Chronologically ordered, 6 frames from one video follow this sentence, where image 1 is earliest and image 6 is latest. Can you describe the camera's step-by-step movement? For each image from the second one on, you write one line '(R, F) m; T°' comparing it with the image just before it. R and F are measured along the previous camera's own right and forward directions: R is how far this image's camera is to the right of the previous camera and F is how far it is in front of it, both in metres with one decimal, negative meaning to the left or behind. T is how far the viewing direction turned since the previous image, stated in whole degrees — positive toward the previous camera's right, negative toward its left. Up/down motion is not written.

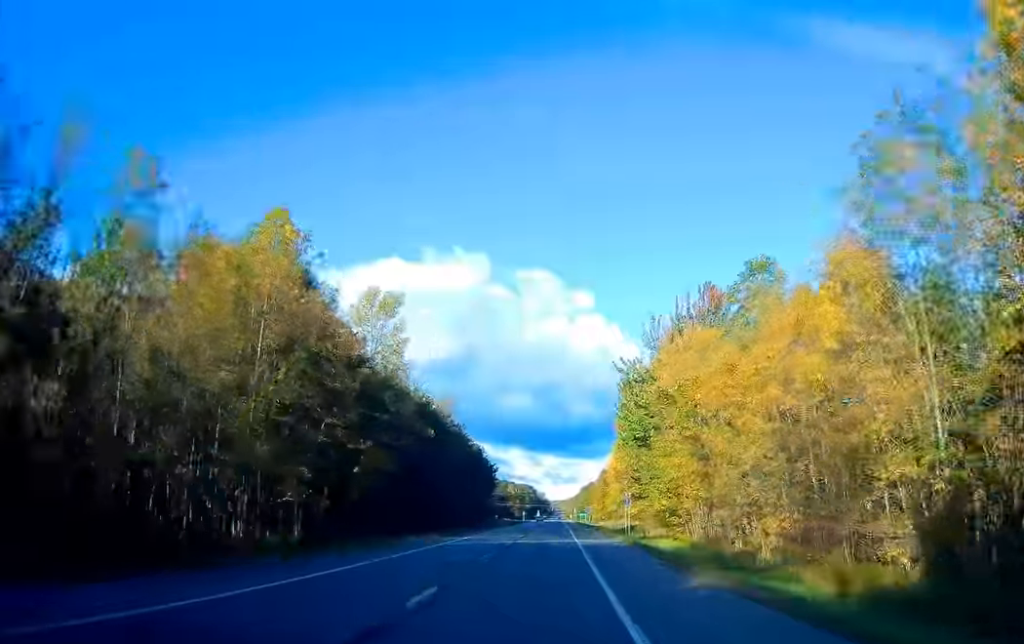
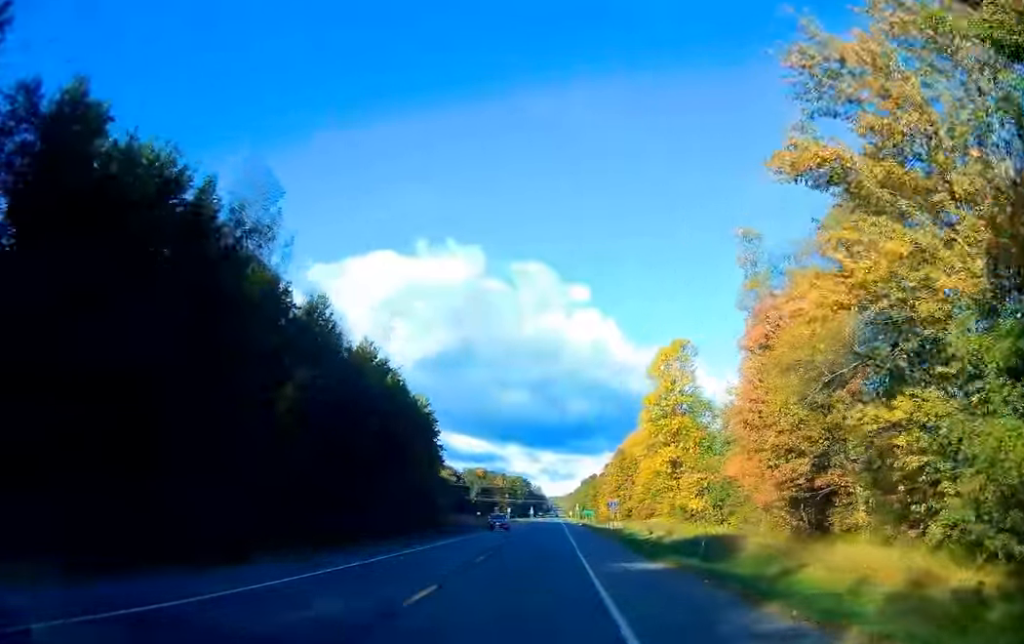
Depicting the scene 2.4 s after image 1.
(-0.3, +61.2) m; 0°
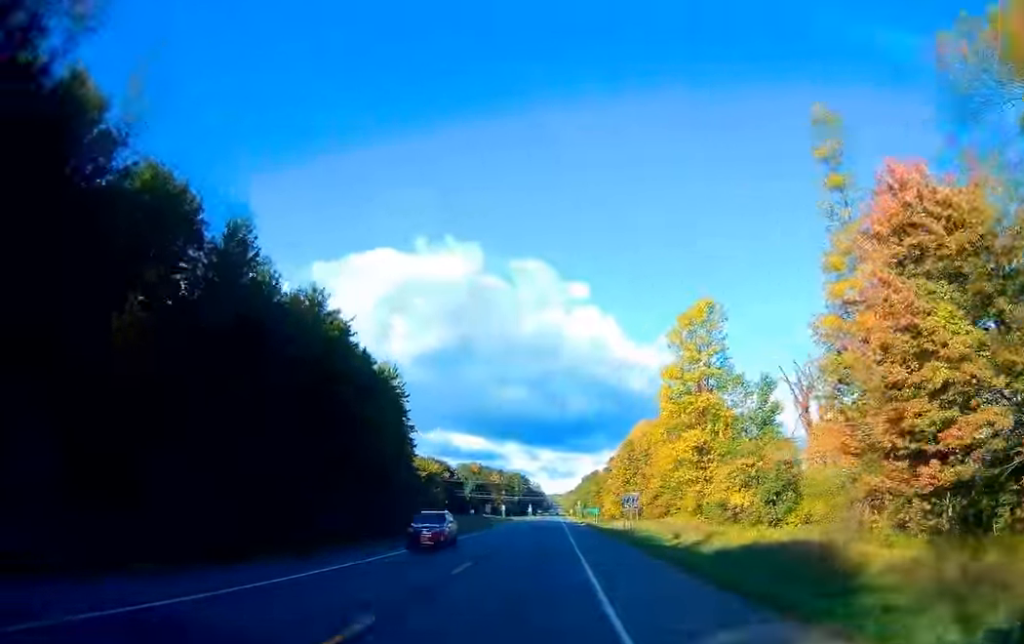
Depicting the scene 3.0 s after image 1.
(+0.2, +16.5) m; 0°
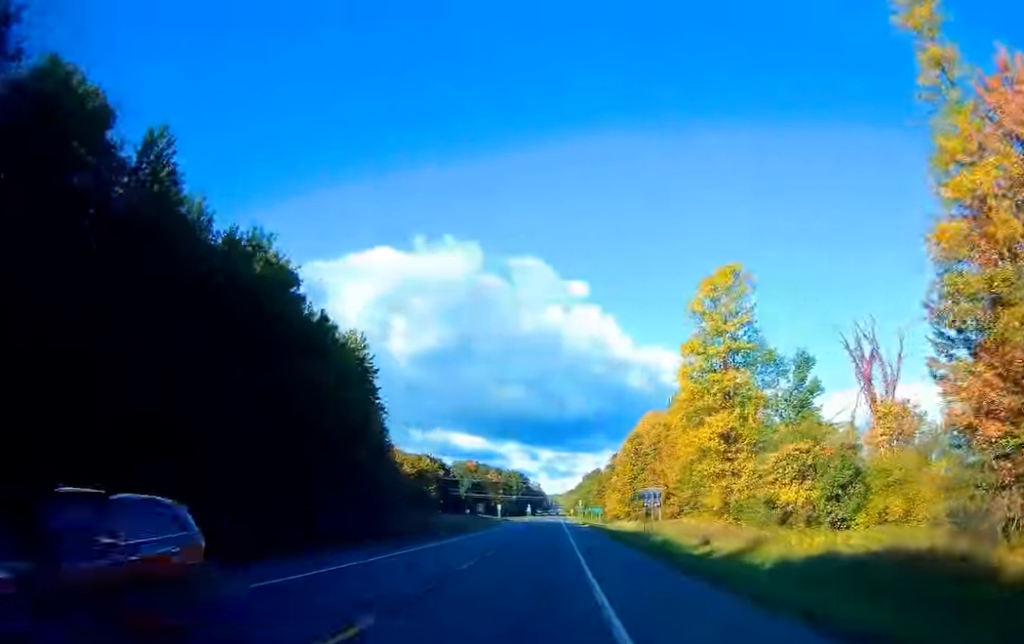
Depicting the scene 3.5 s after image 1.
(+0.1, +12.4) m; 0°
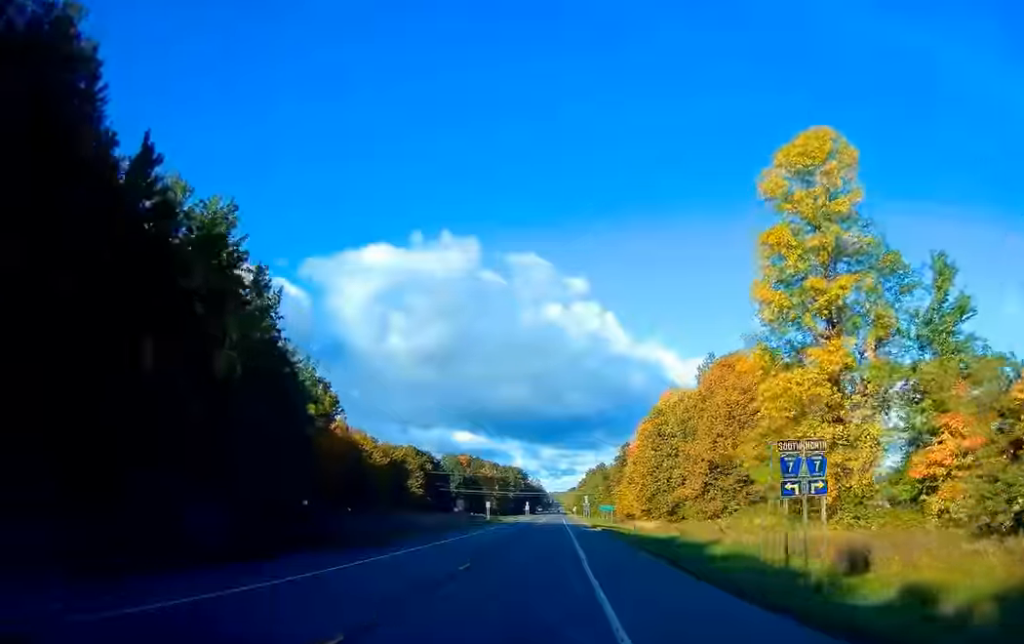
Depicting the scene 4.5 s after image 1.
(-0.4, +25.8) m; 0°
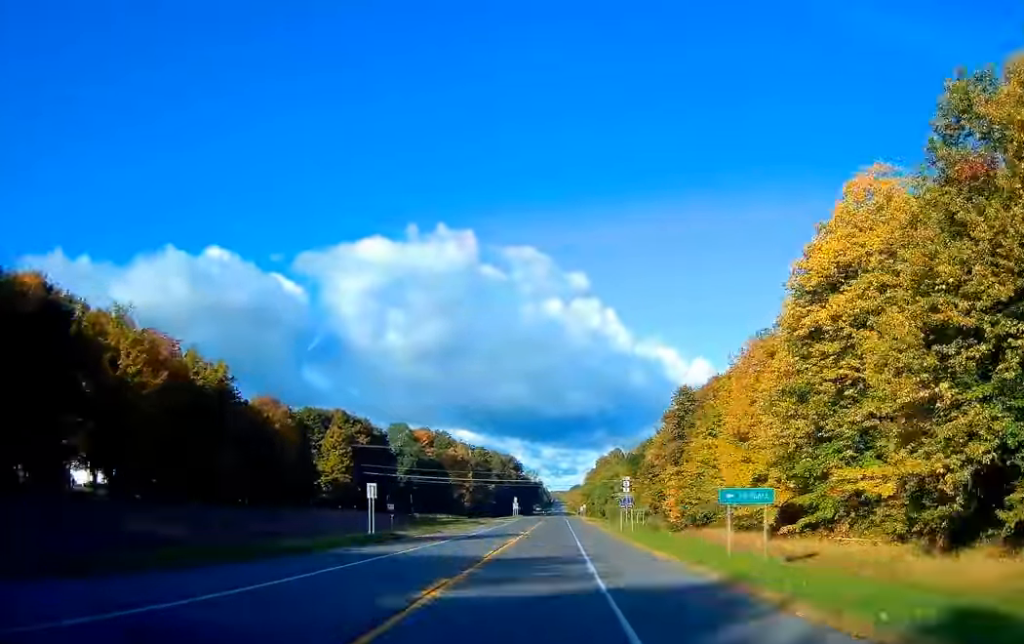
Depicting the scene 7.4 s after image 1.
(+0.7, +78.1) m; +1°
